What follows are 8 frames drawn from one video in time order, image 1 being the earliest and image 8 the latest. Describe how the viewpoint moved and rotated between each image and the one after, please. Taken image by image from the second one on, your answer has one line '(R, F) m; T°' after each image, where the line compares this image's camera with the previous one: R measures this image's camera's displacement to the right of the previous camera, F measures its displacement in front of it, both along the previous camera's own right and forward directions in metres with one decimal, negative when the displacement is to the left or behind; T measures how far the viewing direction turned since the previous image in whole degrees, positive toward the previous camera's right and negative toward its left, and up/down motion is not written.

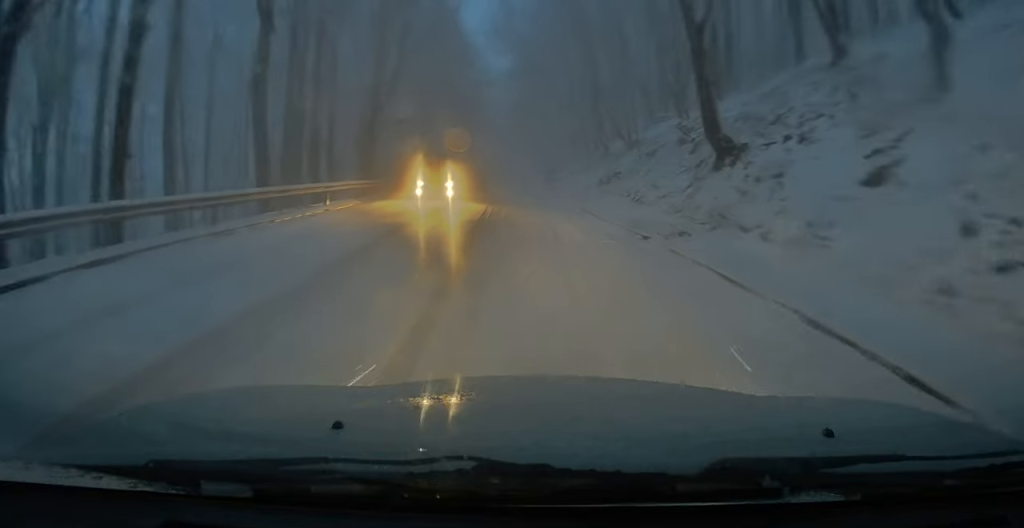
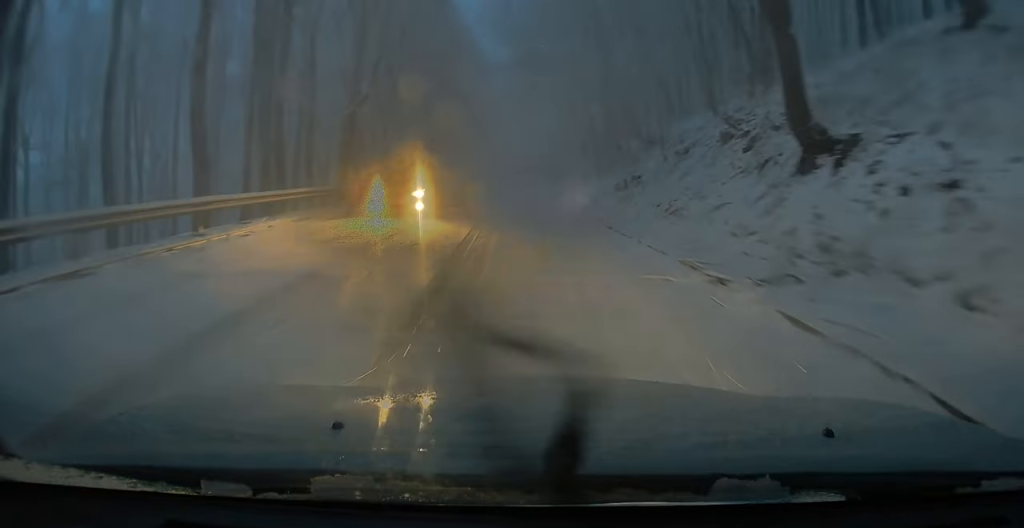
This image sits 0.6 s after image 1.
(-0.2, +4.0) m; 0°
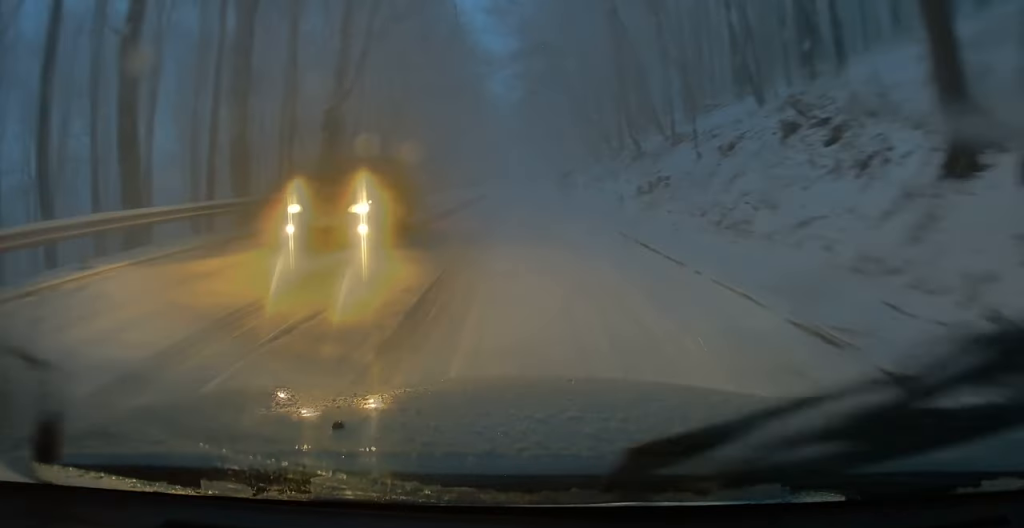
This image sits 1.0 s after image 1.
(-0.2, +3.3) m; 0°
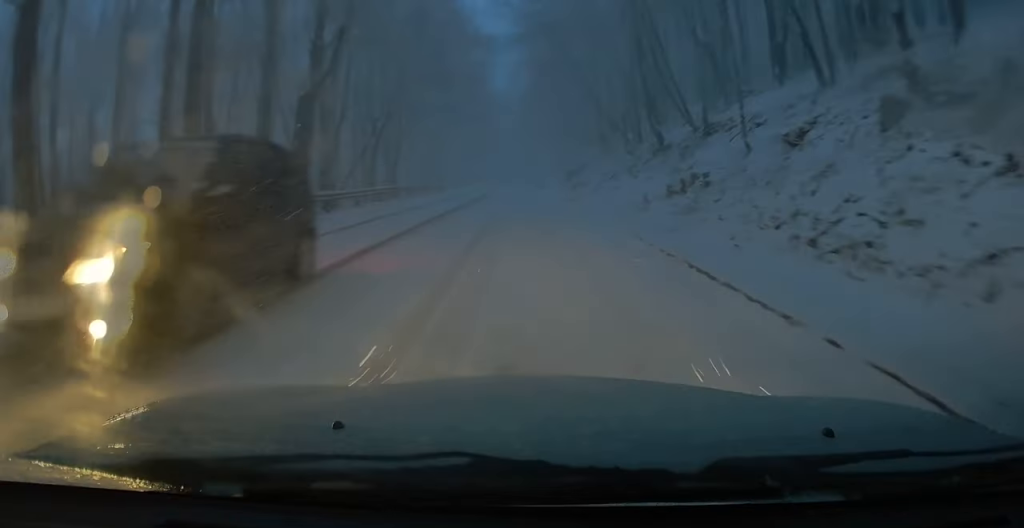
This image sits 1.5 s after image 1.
(+0.2, +3.2) m; +1°
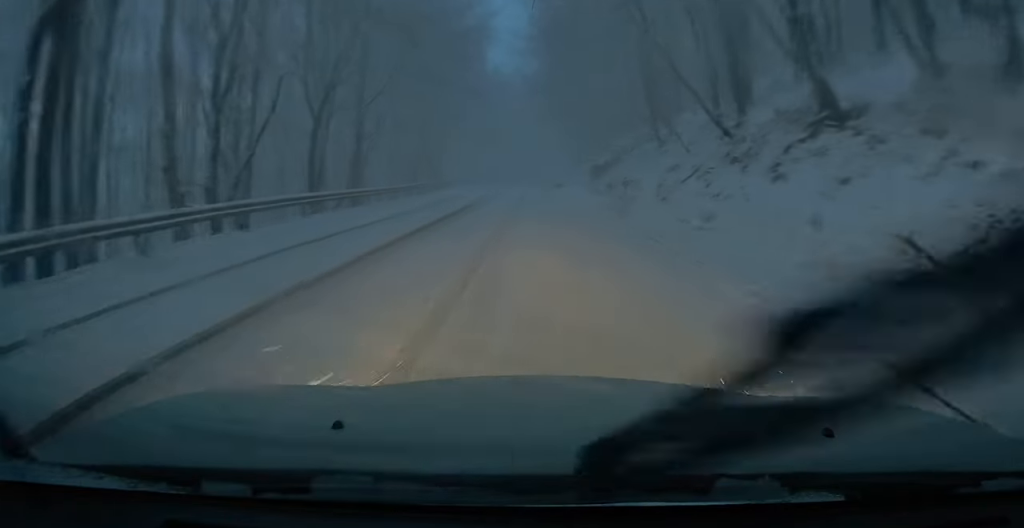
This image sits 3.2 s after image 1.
(+0.2, +12.0) m; -1°
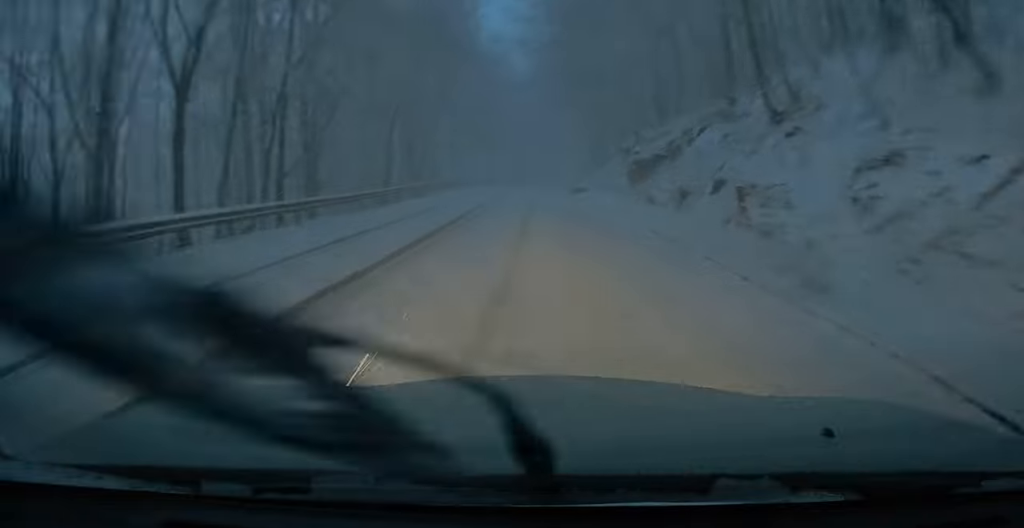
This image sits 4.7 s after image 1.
(-0.8, +10.5) m; -6°
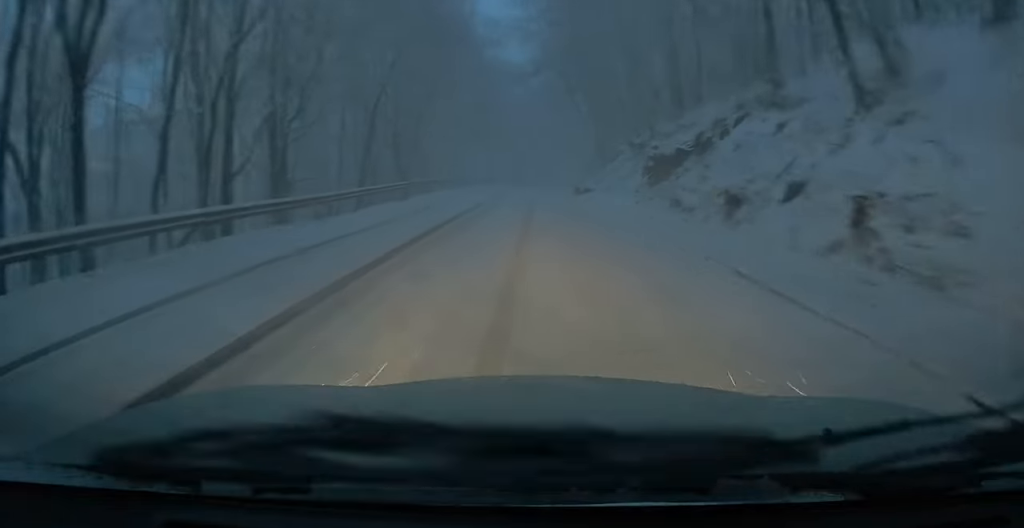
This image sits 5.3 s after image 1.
(-0.1, +3.9) m; -1°
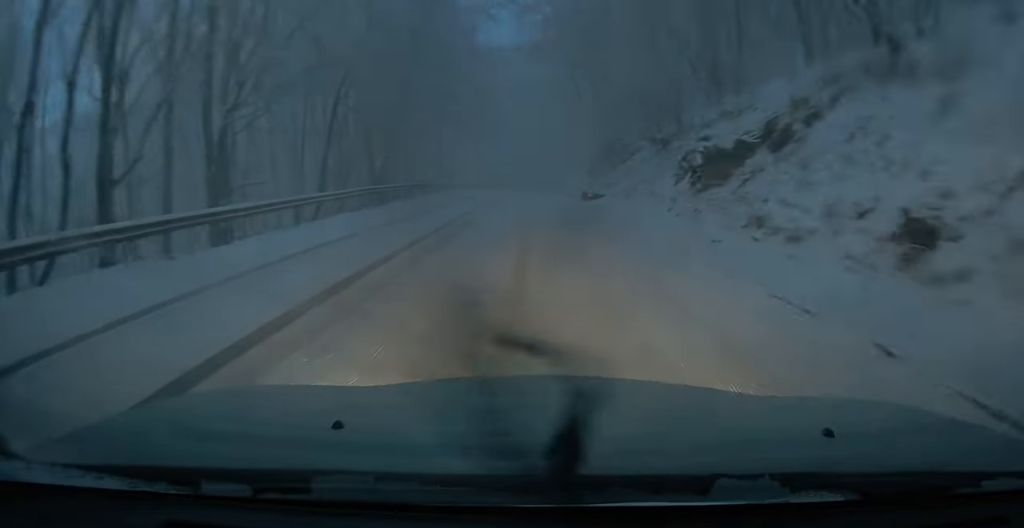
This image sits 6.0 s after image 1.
(+0.2, +5.8) m; +1°
